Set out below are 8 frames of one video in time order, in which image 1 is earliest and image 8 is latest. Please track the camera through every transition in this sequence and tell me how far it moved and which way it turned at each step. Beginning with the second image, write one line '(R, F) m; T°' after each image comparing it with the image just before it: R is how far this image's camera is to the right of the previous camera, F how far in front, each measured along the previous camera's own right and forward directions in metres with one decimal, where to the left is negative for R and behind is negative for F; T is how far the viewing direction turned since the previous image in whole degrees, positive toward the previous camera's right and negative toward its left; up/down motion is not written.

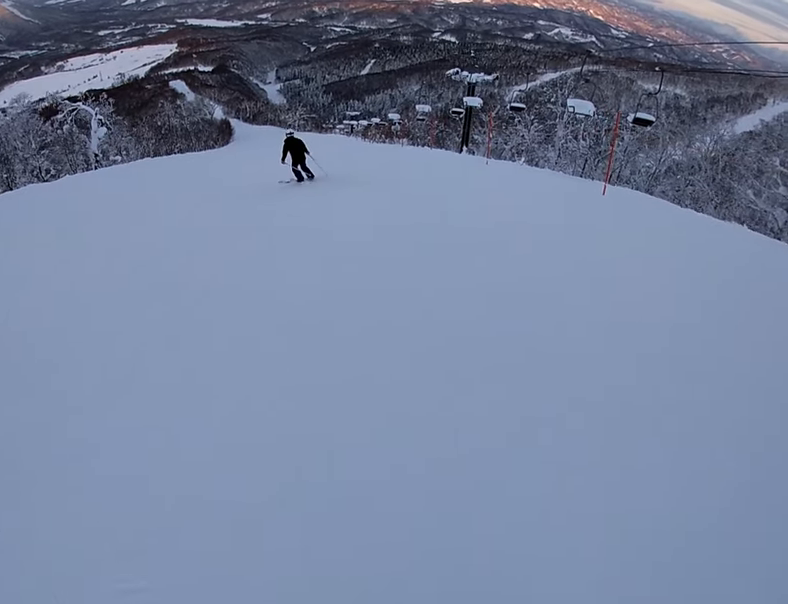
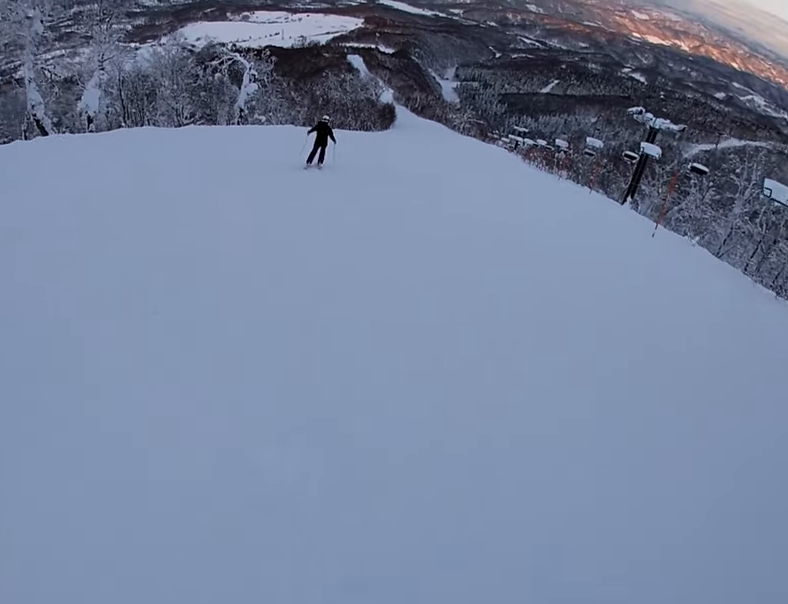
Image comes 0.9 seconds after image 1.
(-1.1, +4.0) m; -11°
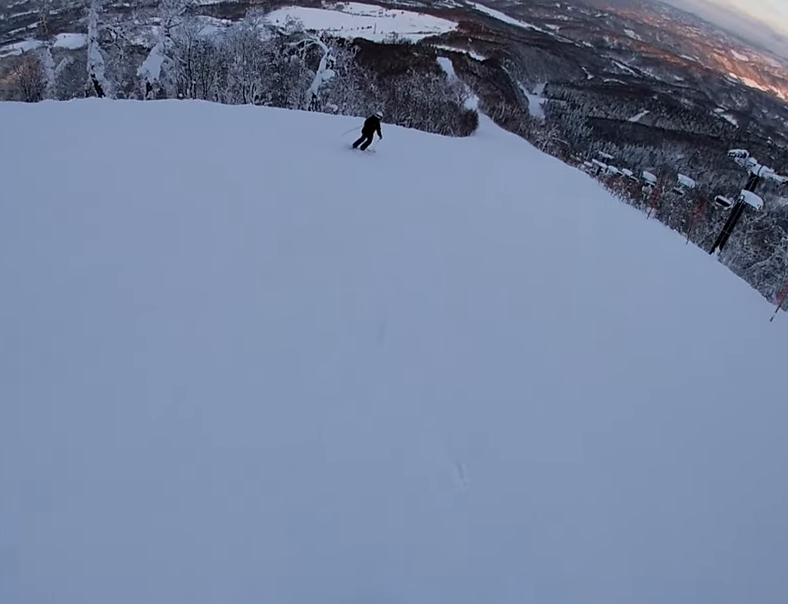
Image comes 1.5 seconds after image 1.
(-0.1, +2.8) m; -4°
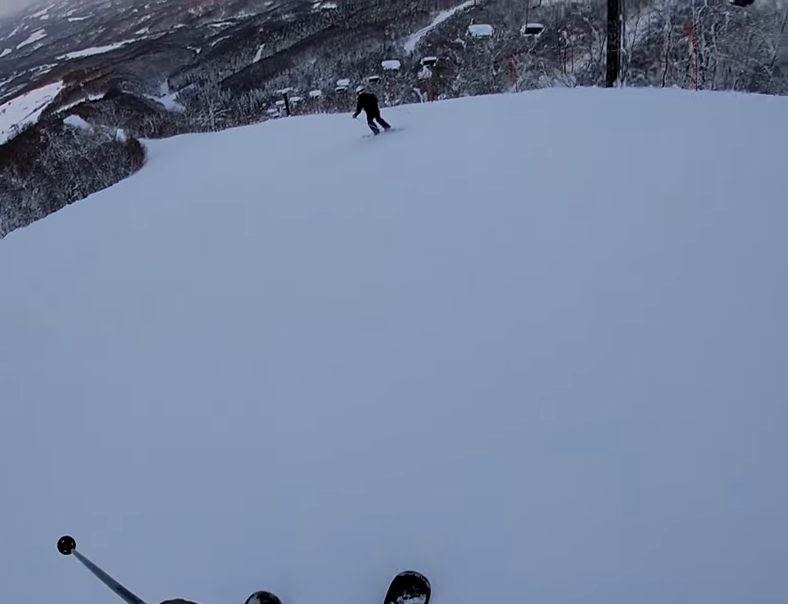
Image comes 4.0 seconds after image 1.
(+0.2, +15.8) m; +15°
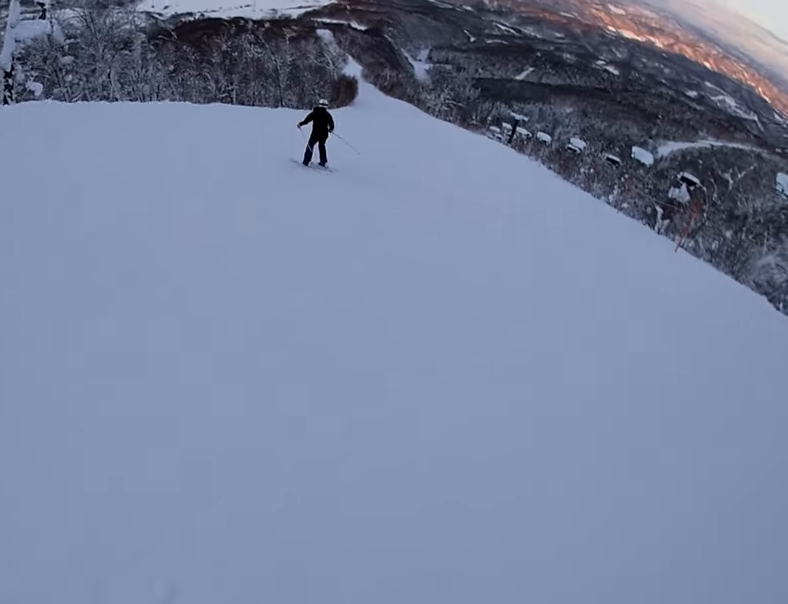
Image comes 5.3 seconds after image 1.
(+1.1, +9.6) m; -1°
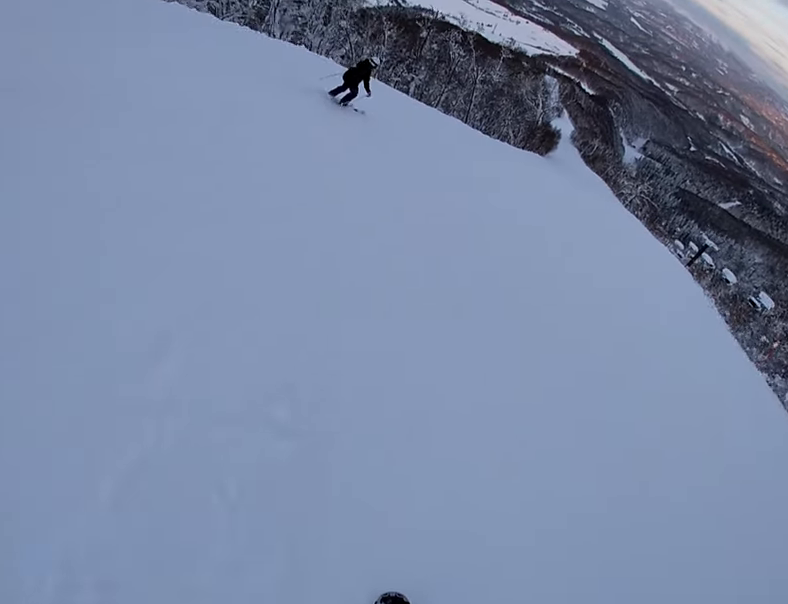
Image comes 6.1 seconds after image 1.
(0.0, +5.8) m; -24°
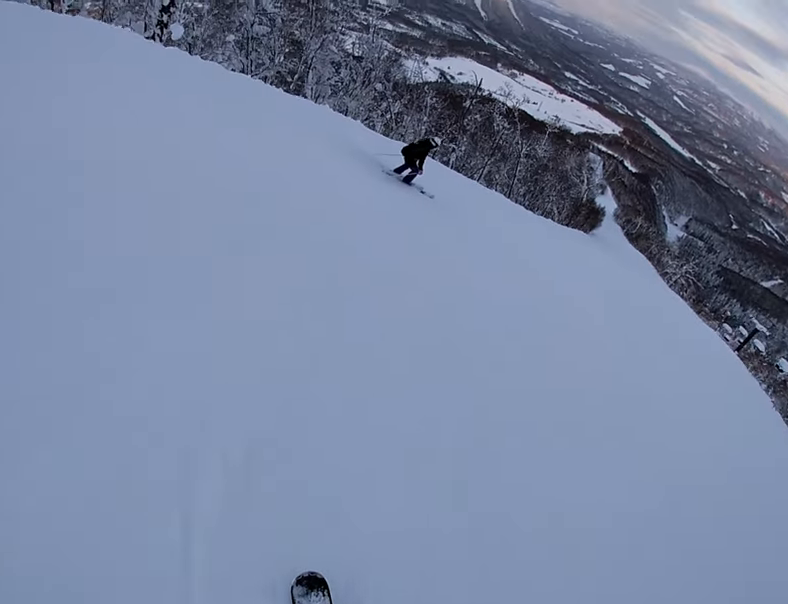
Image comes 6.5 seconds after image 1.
(-1.1, +2.4) m; -9°
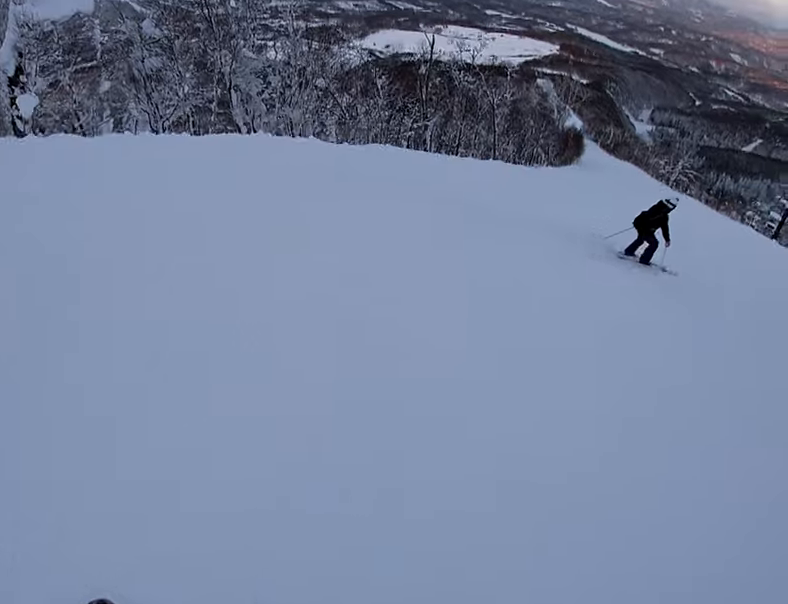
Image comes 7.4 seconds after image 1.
(-1.5, +5.8) m; -1°
